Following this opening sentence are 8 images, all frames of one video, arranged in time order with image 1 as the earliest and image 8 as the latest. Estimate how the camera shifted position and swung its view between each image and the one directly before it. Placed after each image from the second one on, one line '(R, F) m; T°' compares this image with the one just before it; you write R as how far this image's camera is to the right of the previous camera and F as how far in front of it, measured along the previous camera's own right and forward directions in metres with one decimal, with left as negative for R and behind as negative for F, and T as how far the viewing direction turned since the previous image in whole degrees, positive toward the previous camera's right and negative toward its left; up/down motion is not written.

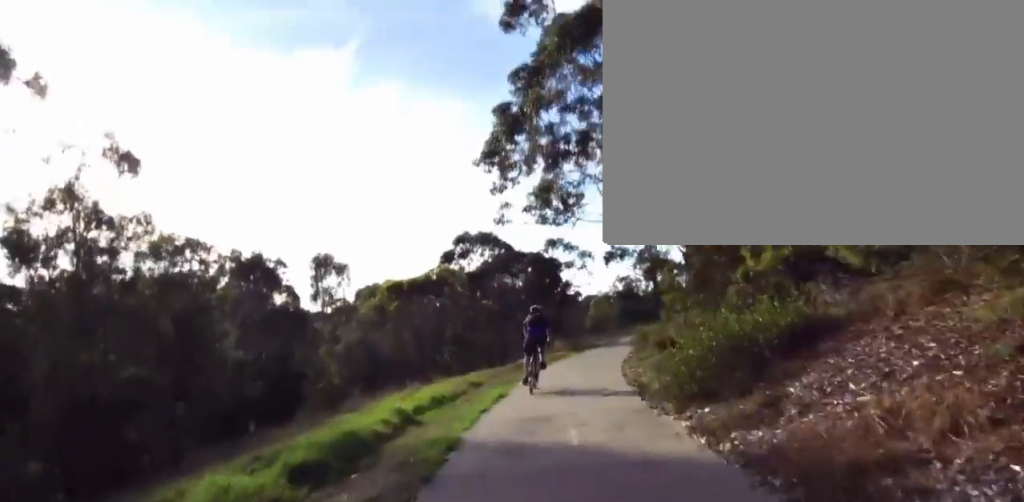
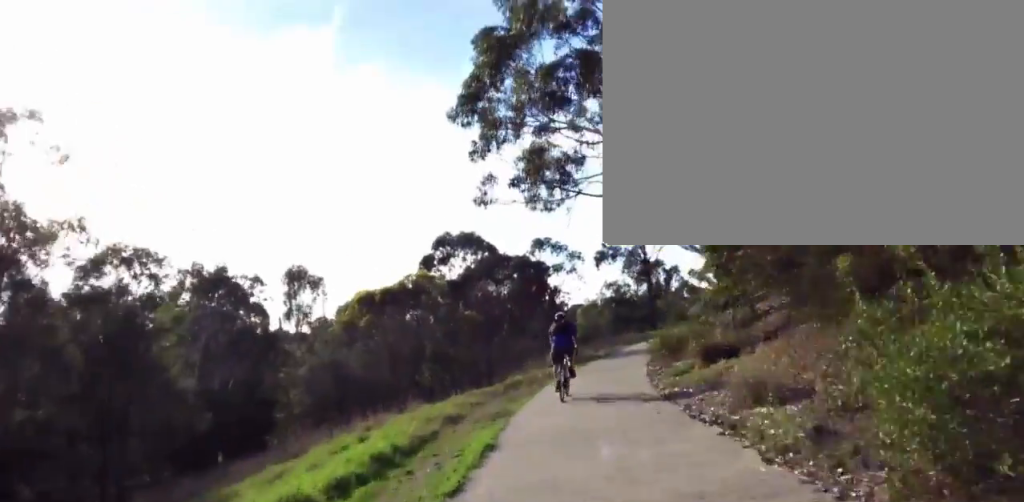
(0.0, +4.3) m; +4°
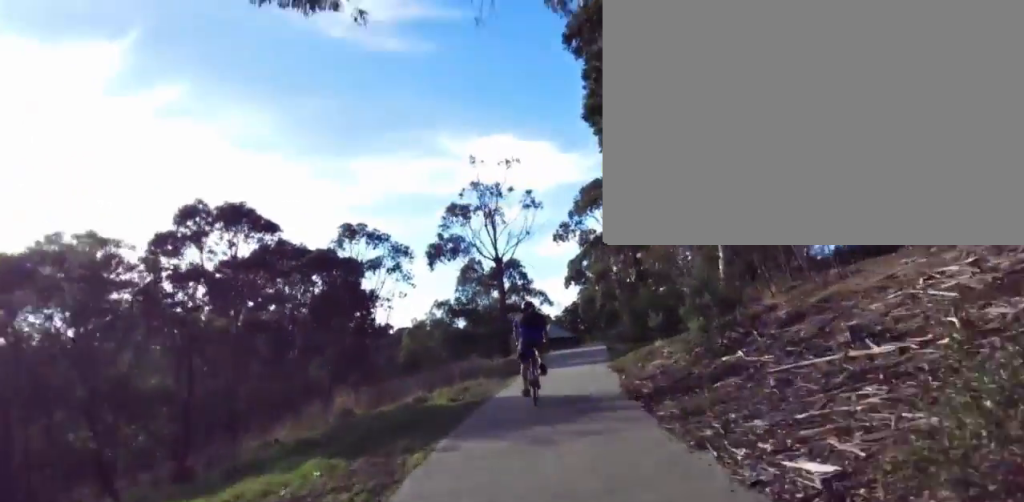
(+1.3, +15.8) m; +2°
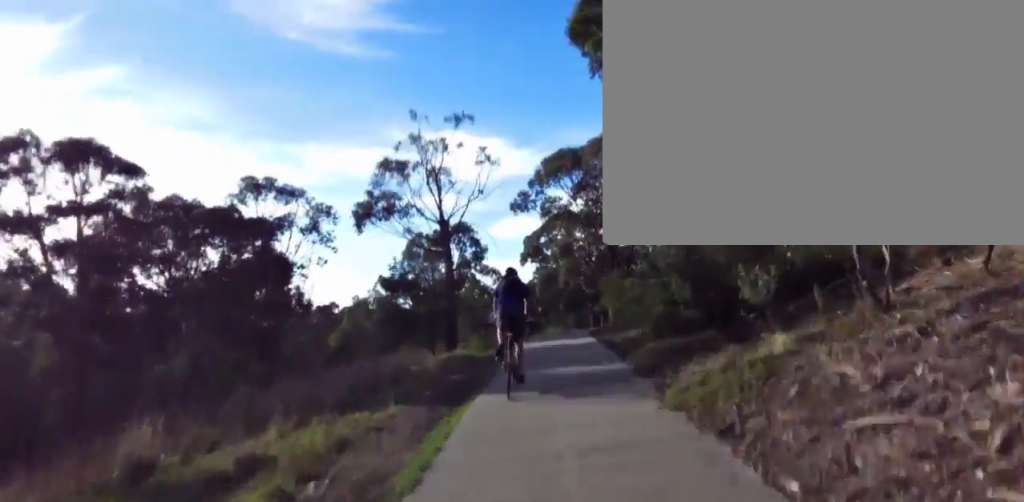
(+0.1, +7.9) m; +14°
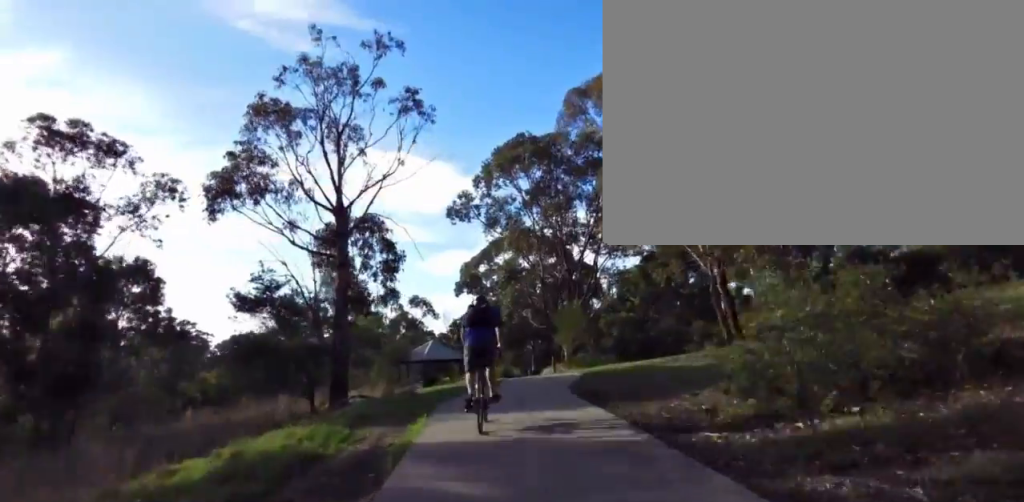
(+1.9, +10.6) m; +15°
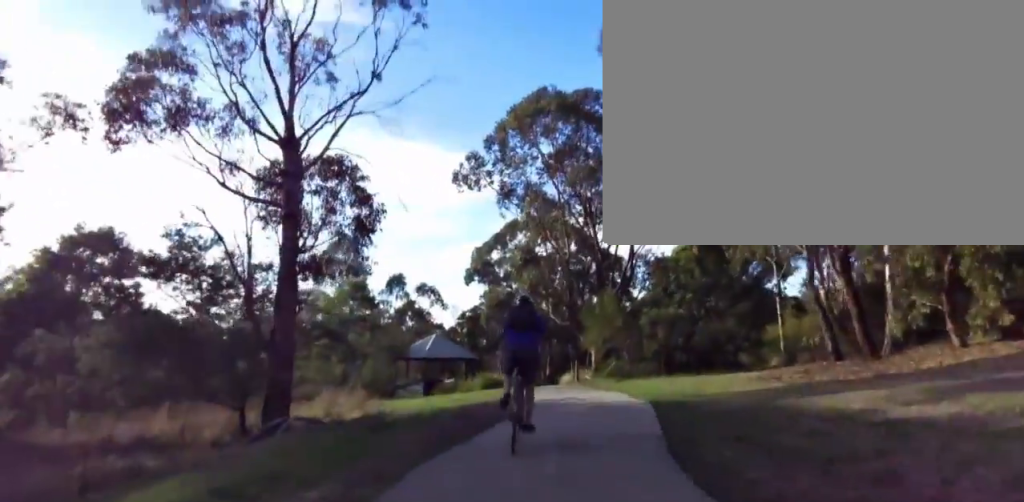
(+0.7, +6.2) m; -2°
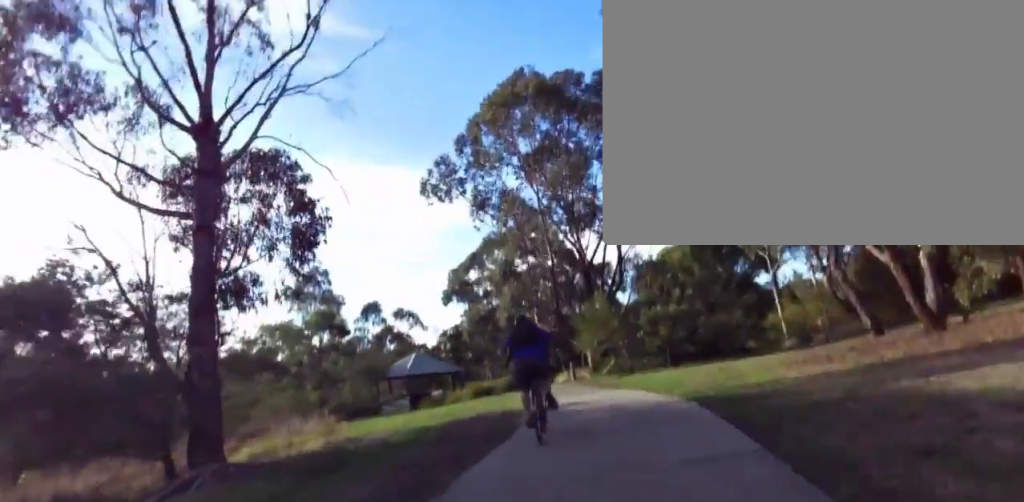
(-0.2, +2.5) m; -4°
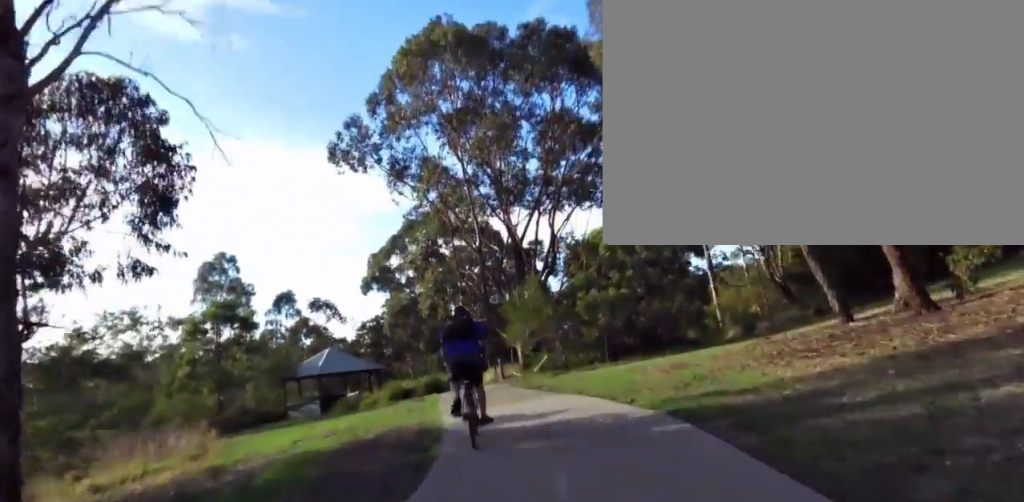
(-0.5, +2.1) m; -4°
